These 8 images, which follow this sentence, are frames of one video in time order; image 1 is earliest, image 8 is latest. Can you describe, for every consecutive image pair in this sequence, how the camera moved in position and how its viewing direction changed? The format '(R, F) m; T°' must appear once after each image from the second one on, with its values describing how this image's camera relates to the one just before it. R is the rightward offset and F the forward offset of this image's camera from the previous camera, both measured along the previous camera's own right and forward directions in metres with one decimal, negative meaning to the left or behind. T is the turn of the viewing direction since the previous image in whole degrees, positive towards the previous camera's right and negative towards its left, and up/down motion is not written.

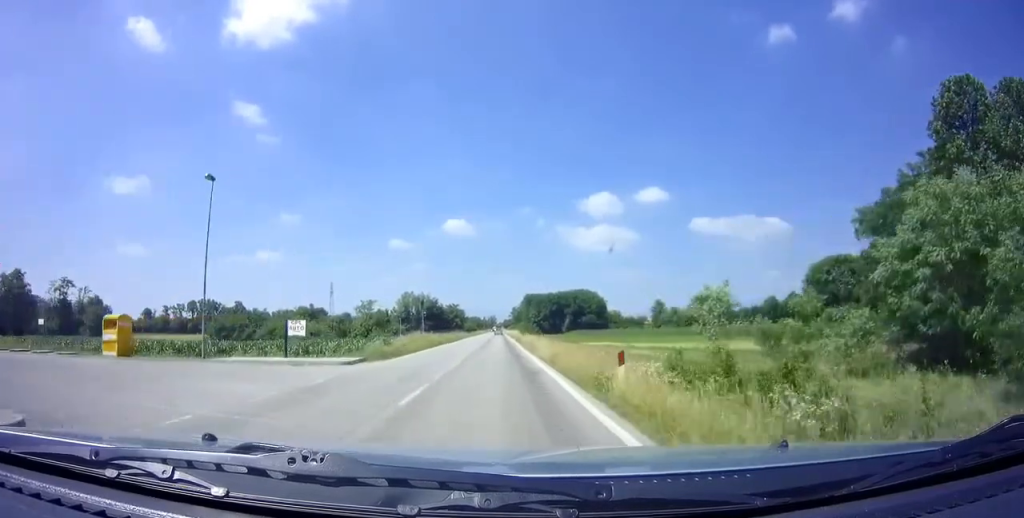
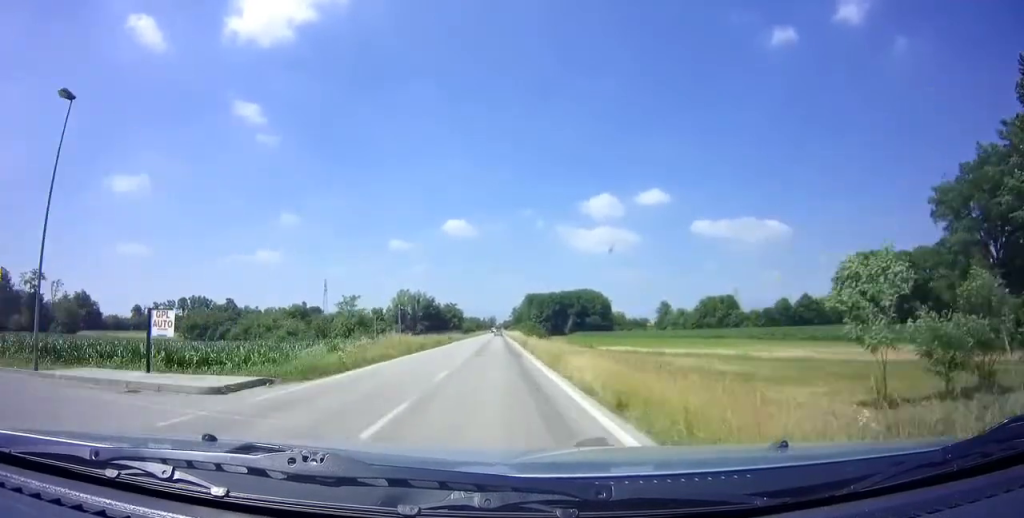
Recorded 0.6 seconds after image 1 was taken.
(0.0, +9.9) m; 0°
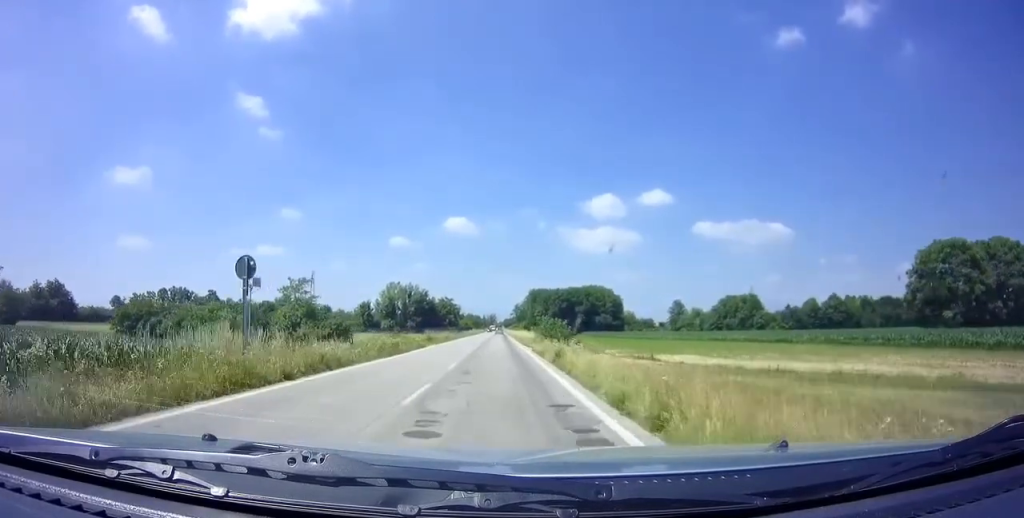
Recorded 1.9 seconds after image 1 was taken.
(+0.1, +21.1) m; 0°
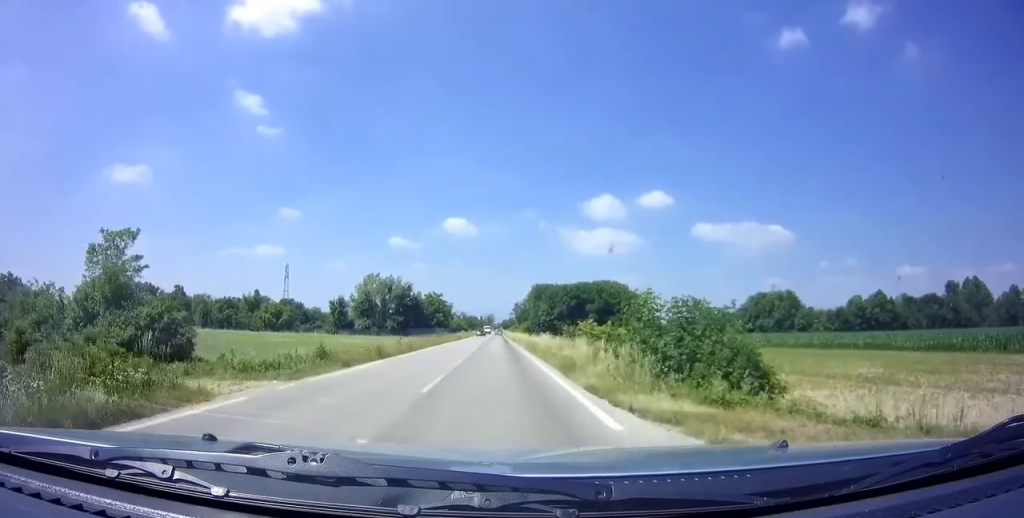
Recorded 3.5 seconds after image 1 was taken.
(+0.1, +28.0) m; 0°
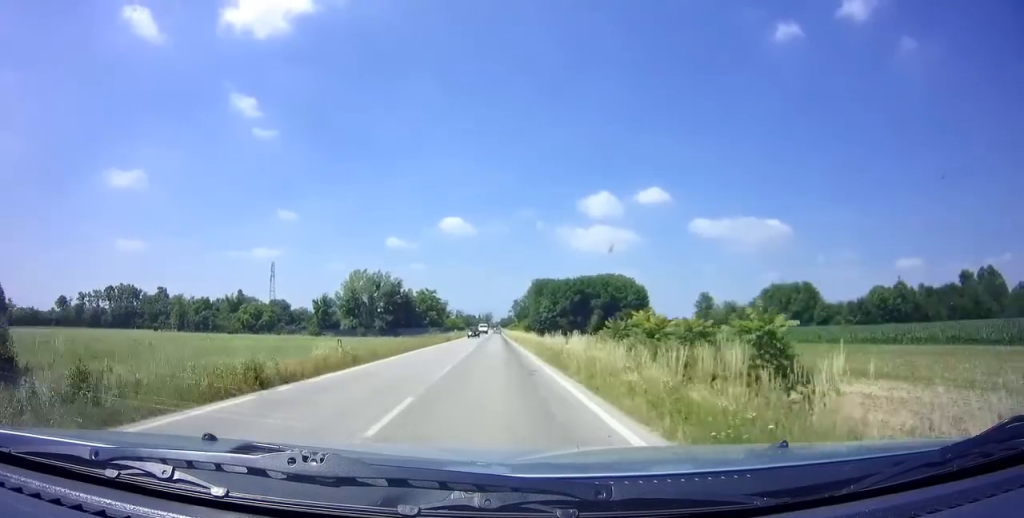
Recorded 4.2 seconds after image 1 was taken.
(0.0, +11.8) m; 0°
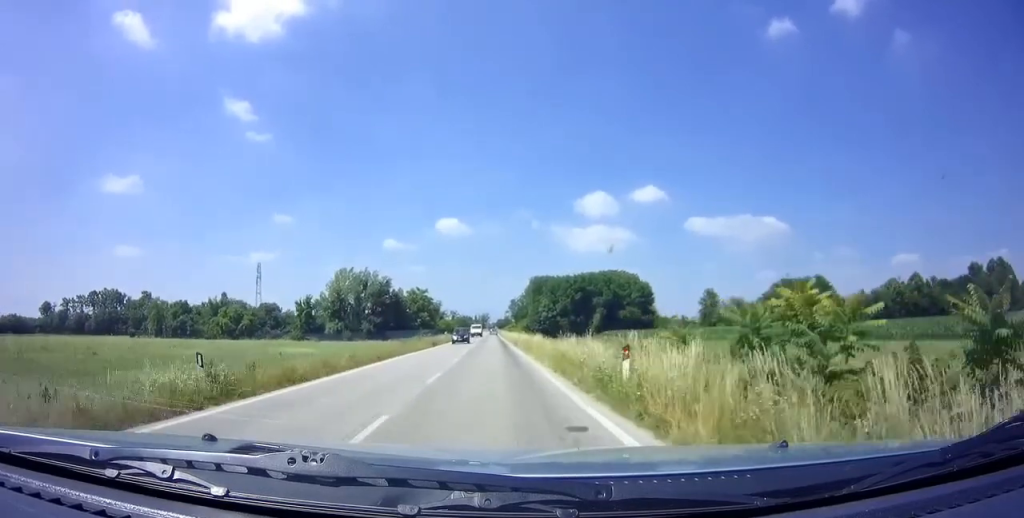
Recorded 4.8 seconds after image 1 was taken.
(0.0, +9.0) m; 0°
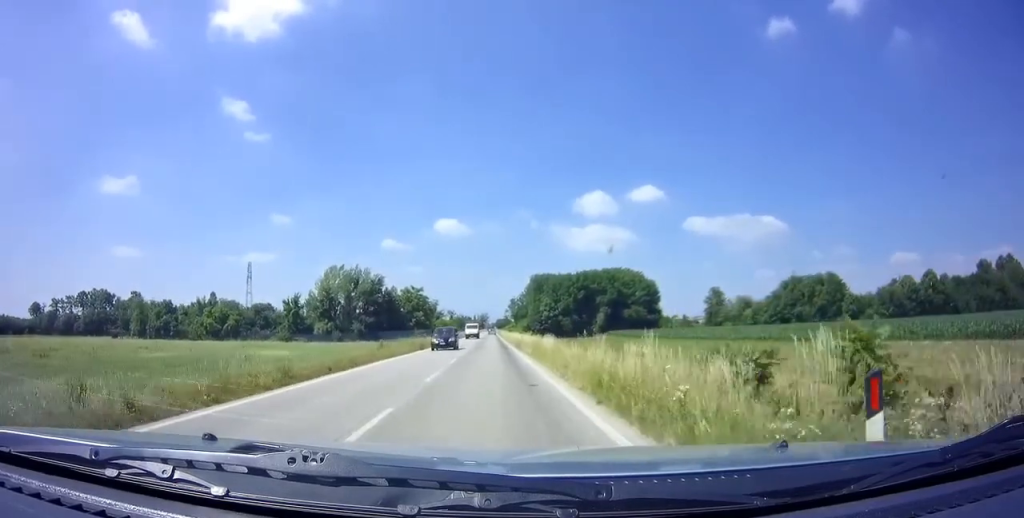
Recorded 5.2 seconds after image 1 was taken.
(0.0, +7.4) m; 0°
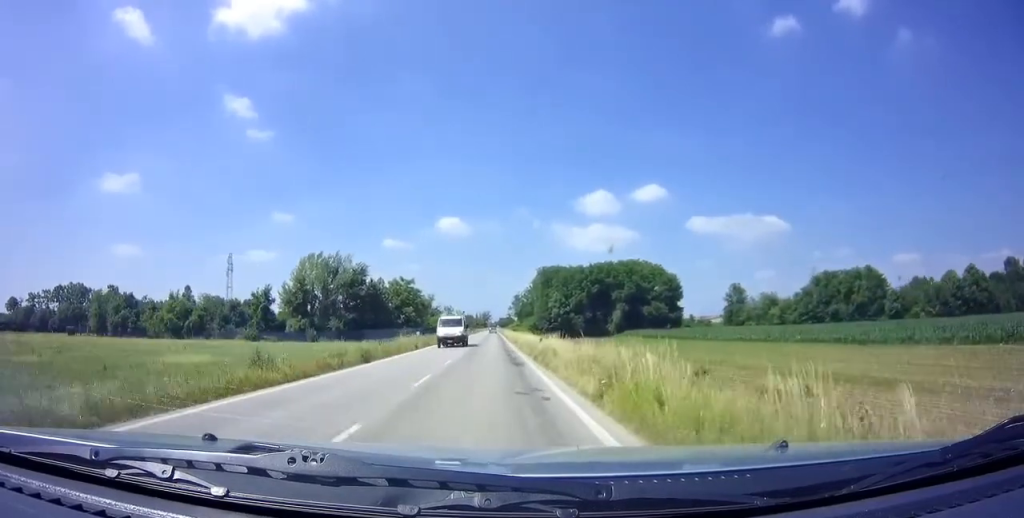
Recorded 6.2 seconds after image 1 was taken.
(-0.1, +16.5) m; 0°
